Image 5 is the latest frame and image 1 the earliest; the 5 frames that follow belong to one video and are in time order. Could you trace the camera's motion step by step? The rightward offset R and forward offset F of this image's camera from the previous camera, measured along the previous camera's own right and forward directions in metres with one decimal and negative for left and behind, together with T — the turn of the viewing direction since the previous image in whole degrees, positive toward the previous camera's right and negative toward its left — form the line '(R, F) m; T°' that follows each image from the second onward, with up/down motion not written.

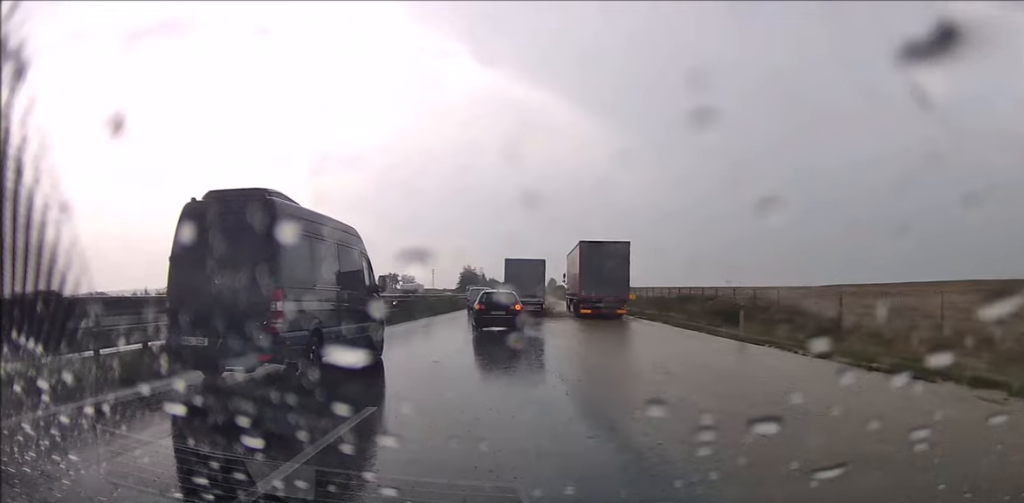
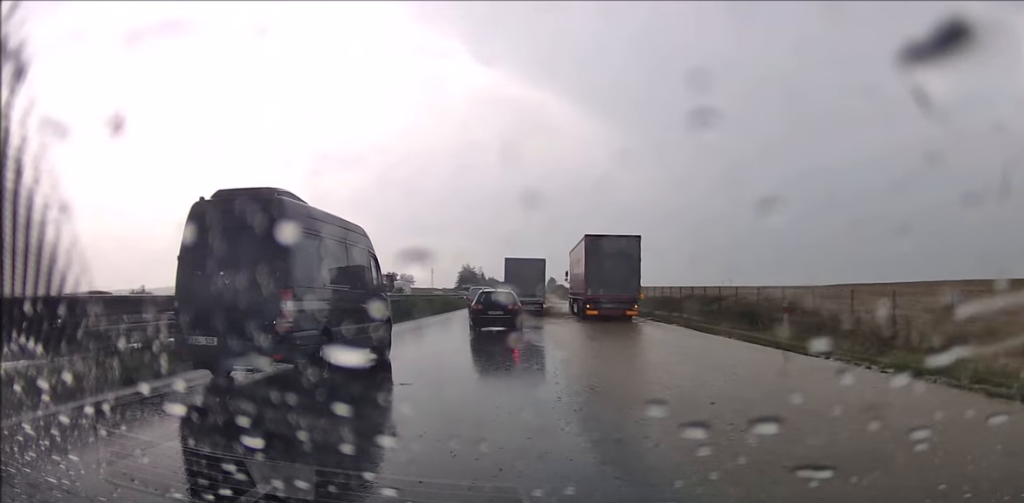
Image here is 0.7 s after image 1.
(0.0, +3.5) m; 0°
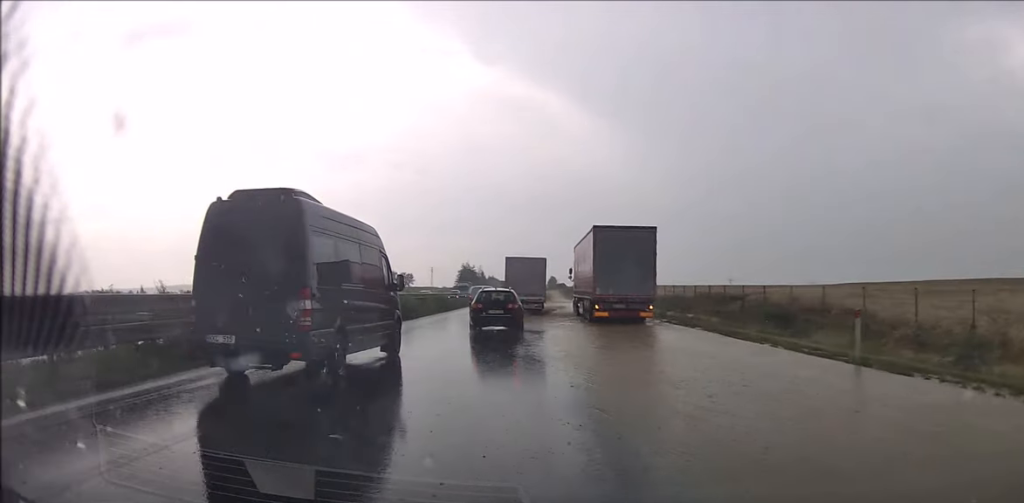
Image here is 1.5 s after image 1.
(0.0, +4.3) m; -1°
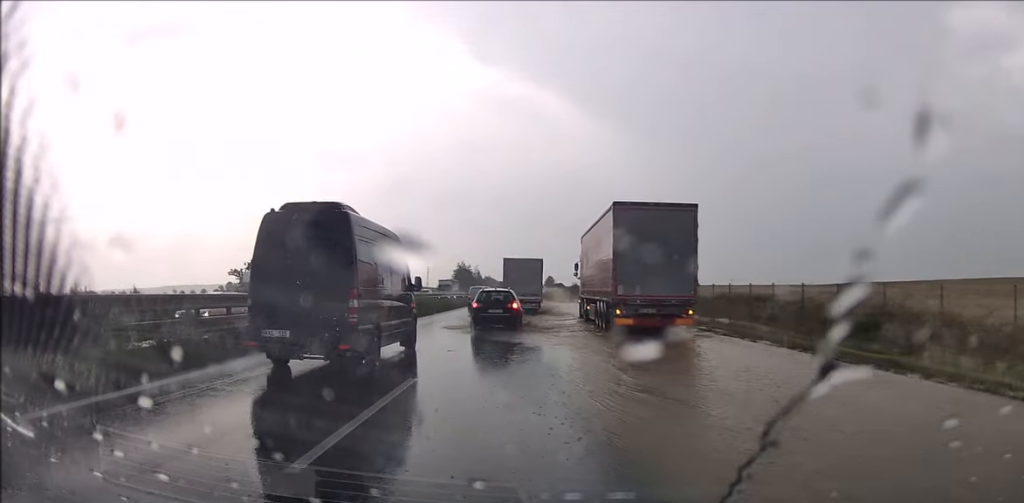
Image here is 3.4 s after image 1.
(-0.1, +8.8) m; -1°
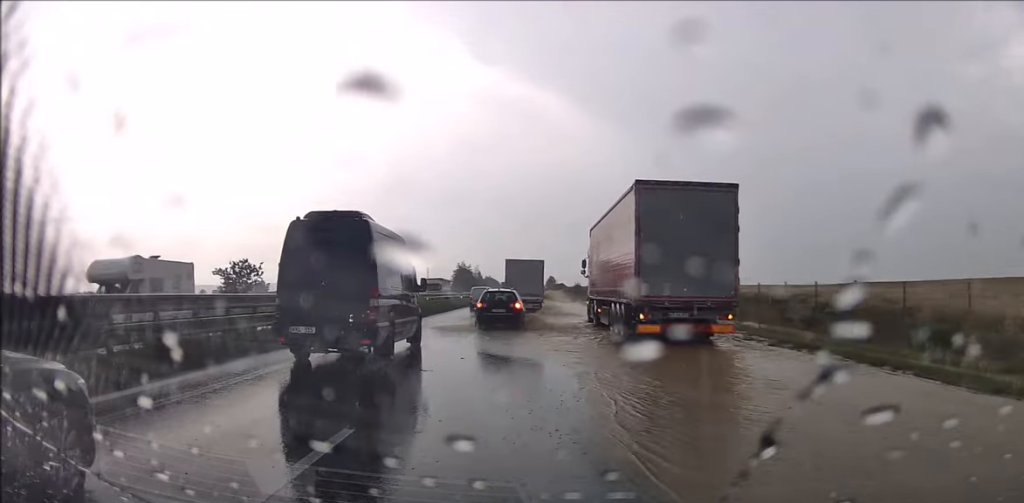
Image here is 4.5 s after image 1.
(0.0, +4.6) m; 0°
